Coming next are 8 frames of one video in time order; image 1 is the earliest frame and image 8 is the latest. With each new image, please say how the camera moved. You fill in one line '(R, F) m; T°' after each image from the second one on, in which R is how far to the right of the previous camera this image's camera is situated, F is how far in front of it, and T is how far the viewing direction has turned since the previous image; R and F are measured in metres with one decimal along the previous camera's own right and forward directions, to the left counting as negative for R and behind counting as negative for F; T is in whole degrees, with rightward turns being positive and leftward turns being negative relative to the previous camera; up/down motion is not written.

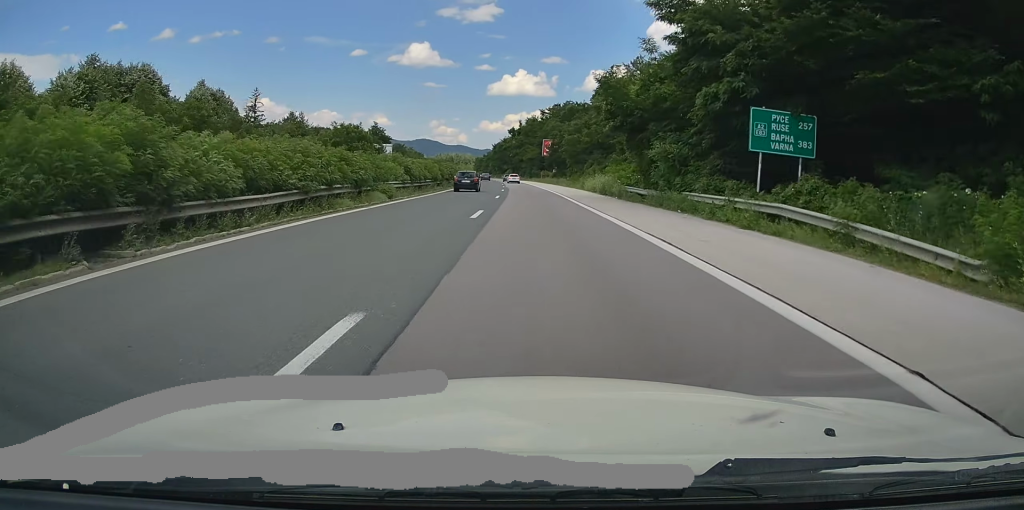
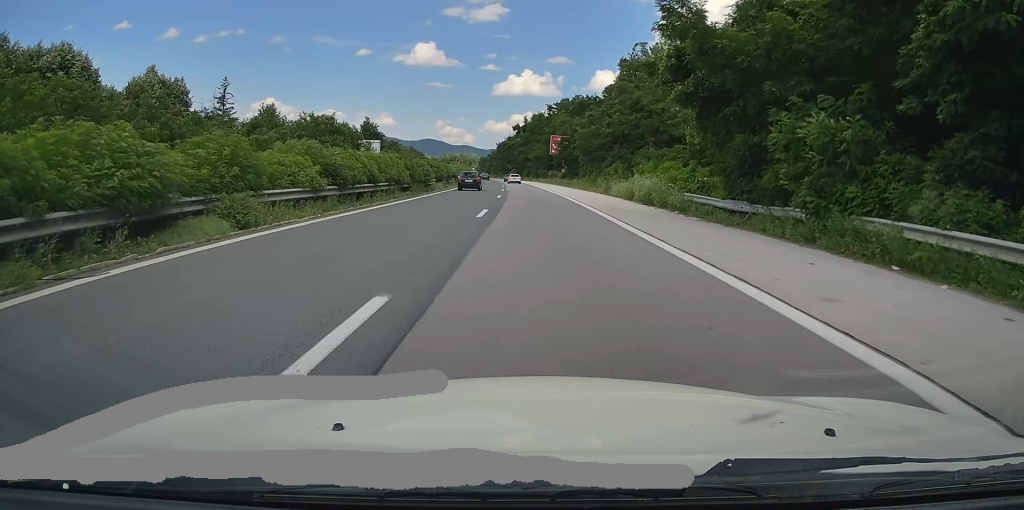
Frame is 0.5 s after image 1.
(0.0, +15.3) m; -1°
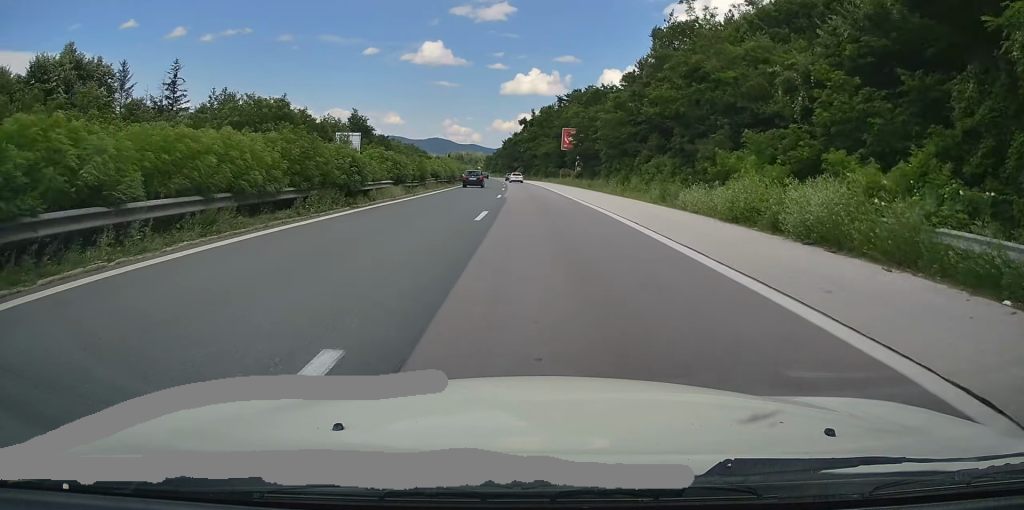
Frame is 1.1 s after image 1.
(-0.2, +18.3) m; -1°
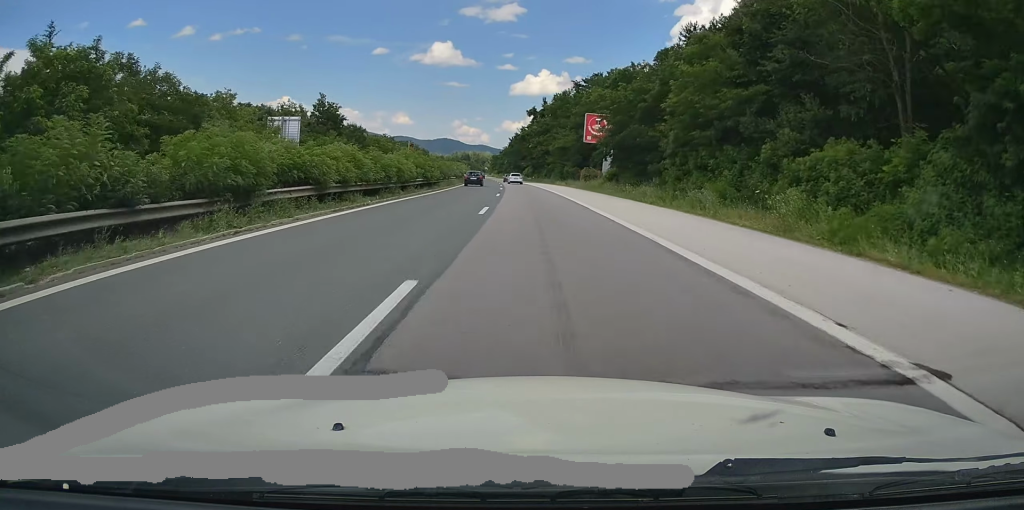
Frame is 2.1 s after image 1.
(-0.4, +29.5) m; -1°
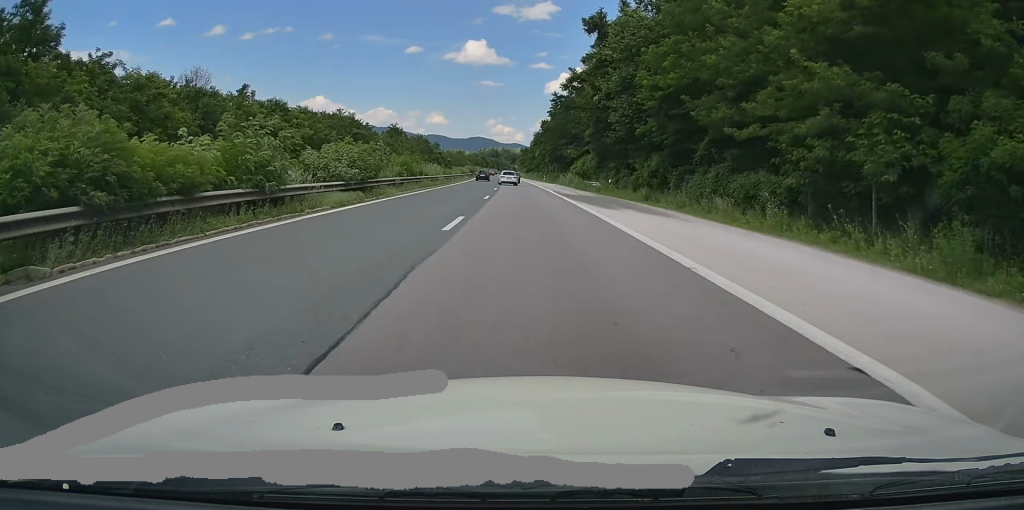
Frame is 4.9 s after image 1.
(-1.9, +86.8) m; -3°
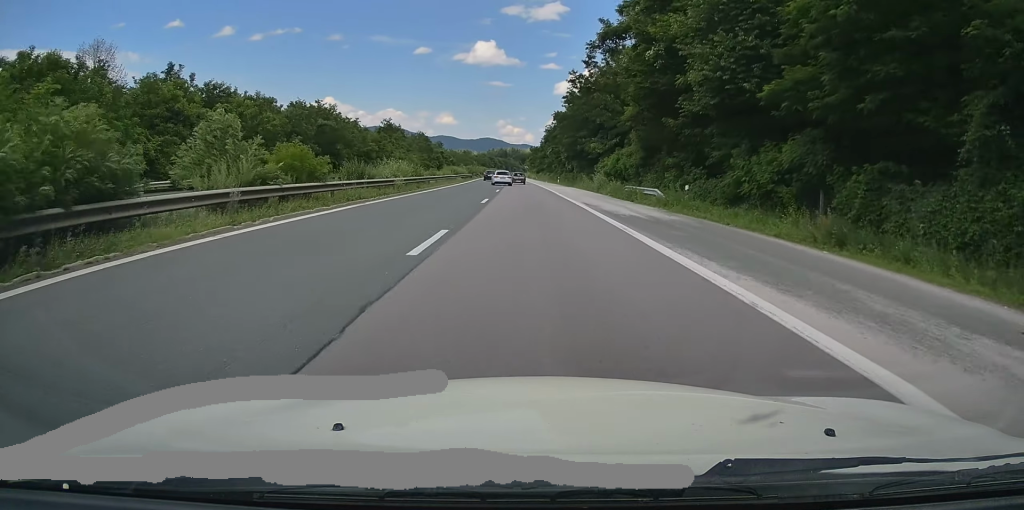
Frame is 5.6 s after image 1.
(0.0, +20.3) m; -1°
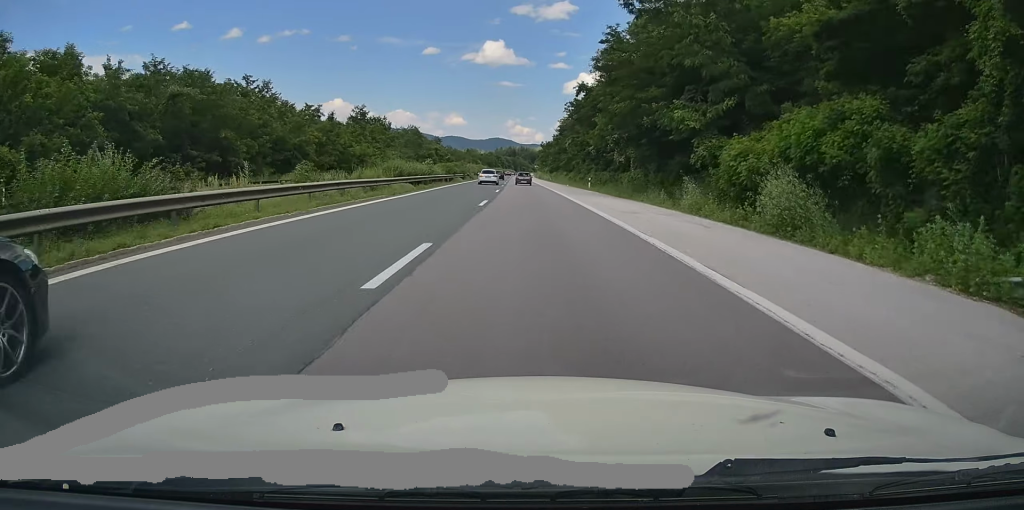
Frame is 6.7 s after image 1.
(-0.6, +35.2) m; -1°
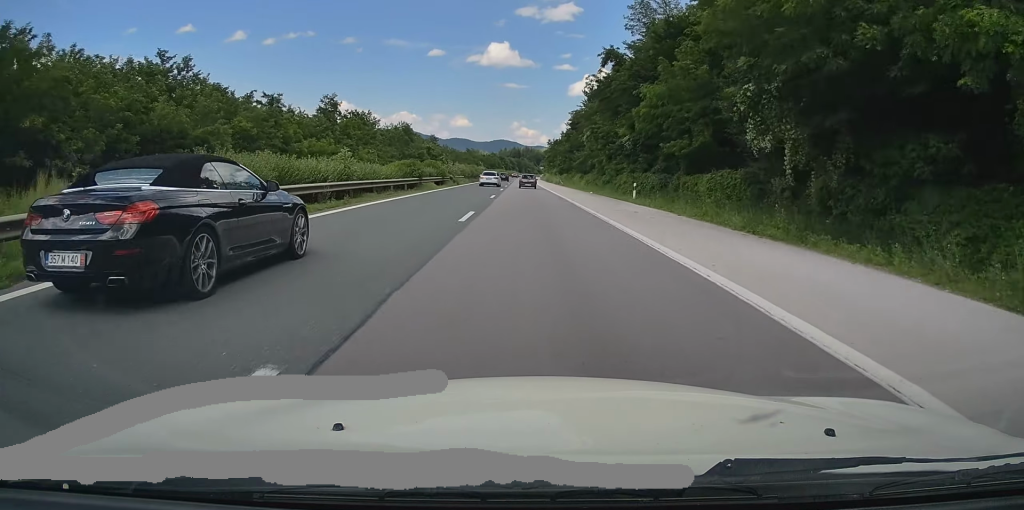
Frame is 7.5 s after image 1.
(0.0, +22.8) m; 0°
